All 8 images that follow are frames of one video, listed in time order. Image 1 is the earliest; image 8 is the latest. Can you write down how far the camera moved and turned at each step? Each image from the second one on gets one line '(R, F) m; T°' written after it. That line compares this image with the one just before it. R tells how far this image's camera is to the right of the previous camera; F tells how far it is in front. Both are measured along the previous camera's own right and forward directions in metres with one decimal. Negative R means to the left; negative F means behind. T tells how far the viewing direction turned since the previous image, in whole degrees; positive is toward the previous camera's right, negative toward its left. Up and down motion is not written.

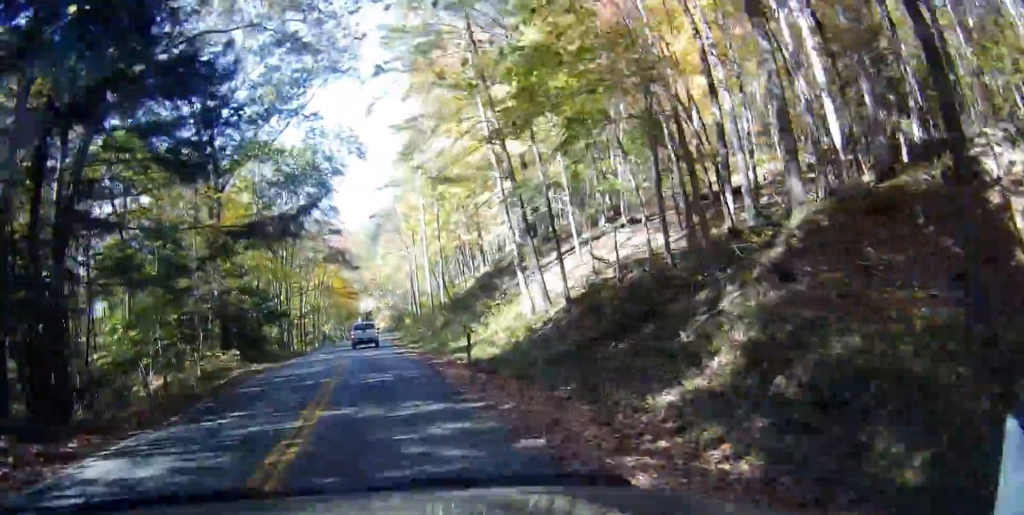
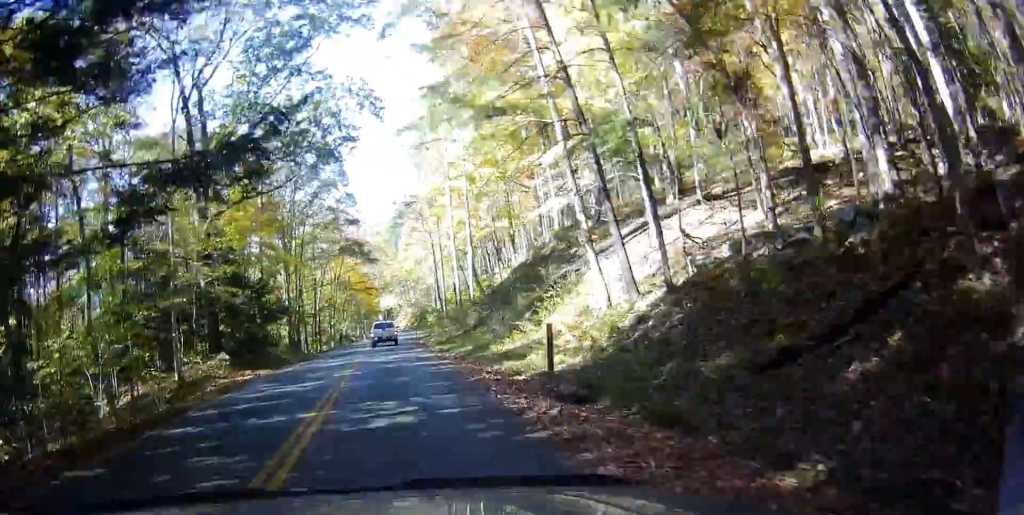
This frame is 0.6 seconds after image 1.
(0.0, +6.6) m; -5°
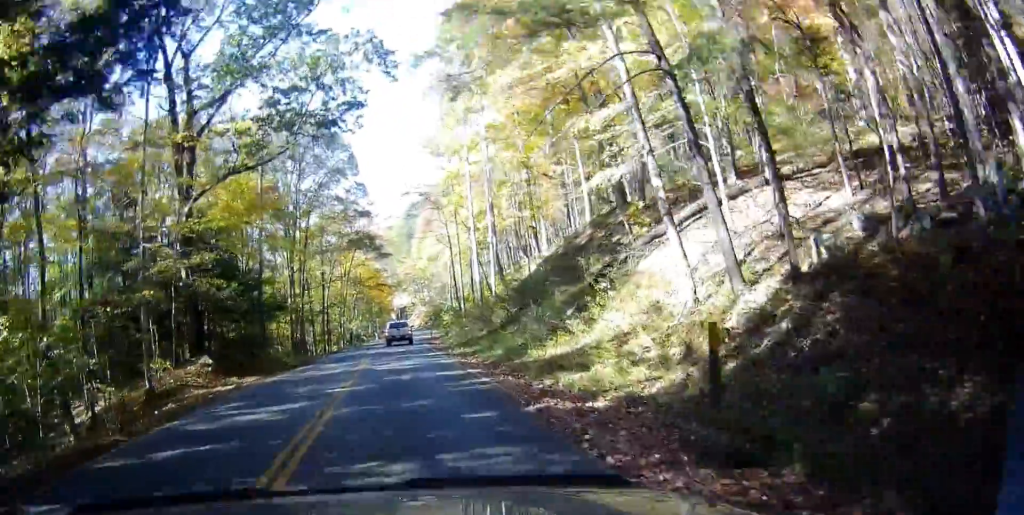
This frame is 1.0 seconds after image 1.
(+0.1, +4.8) m; -2°
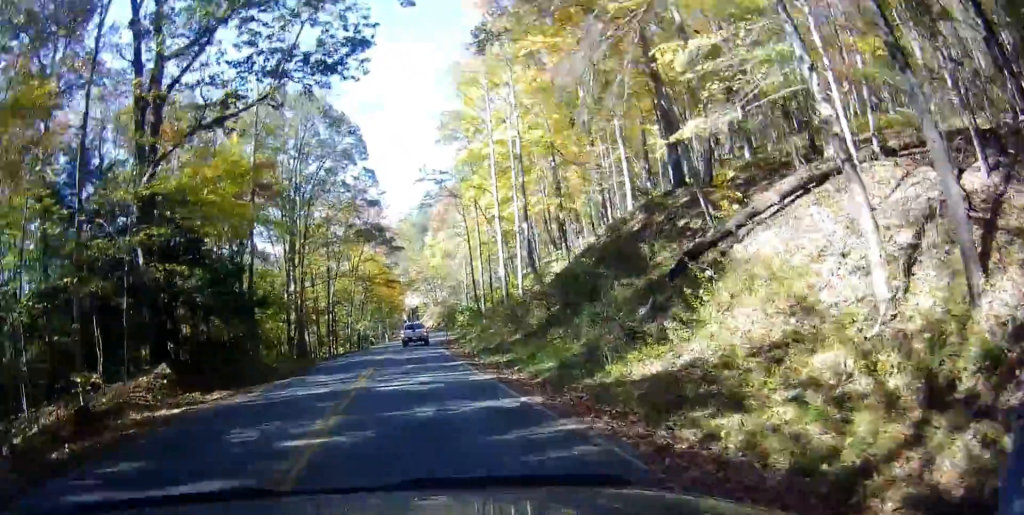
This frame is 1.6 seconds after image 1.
(-1.0, +6.2) m; +4°
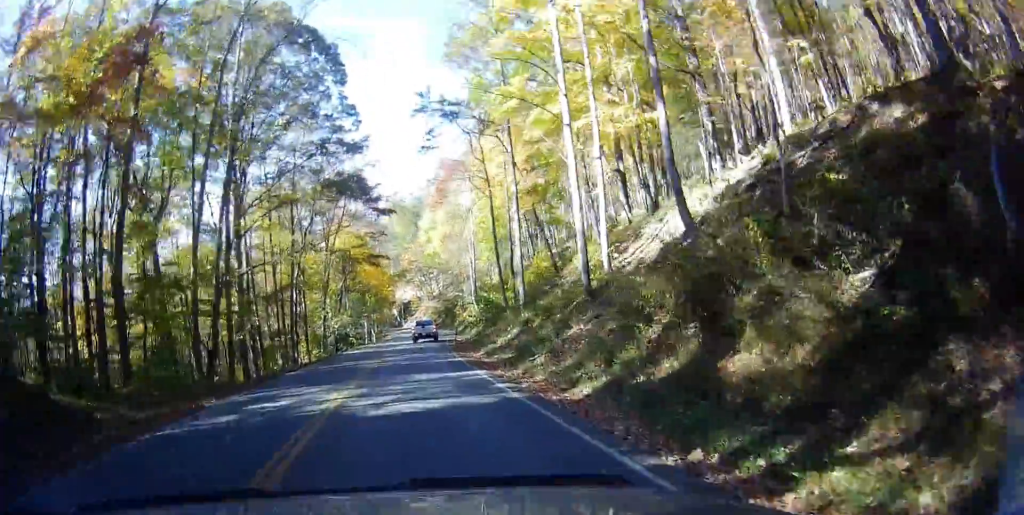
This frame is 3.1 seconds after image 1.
(+2.9, +18.1) m; +8°
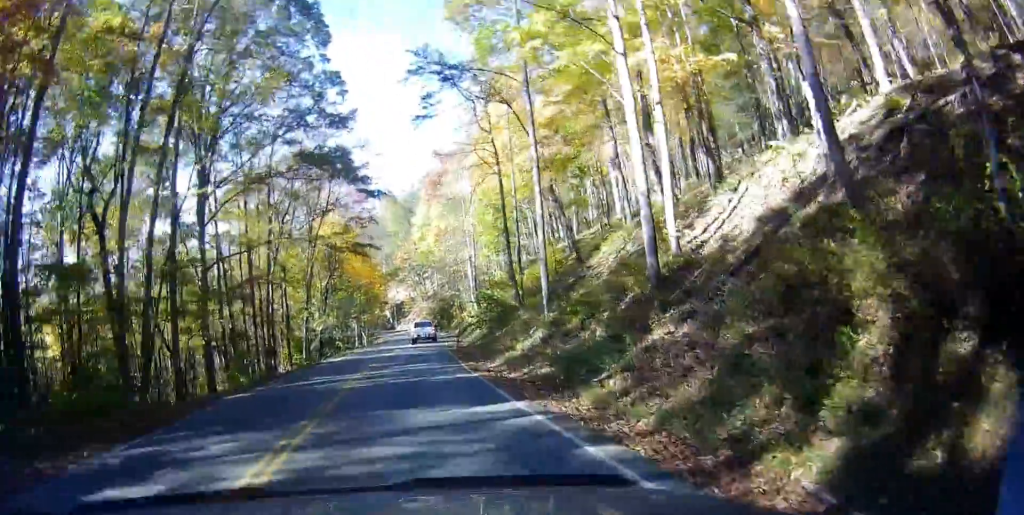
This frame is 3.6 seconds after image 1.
(-0.7, +6.5) m; -4°
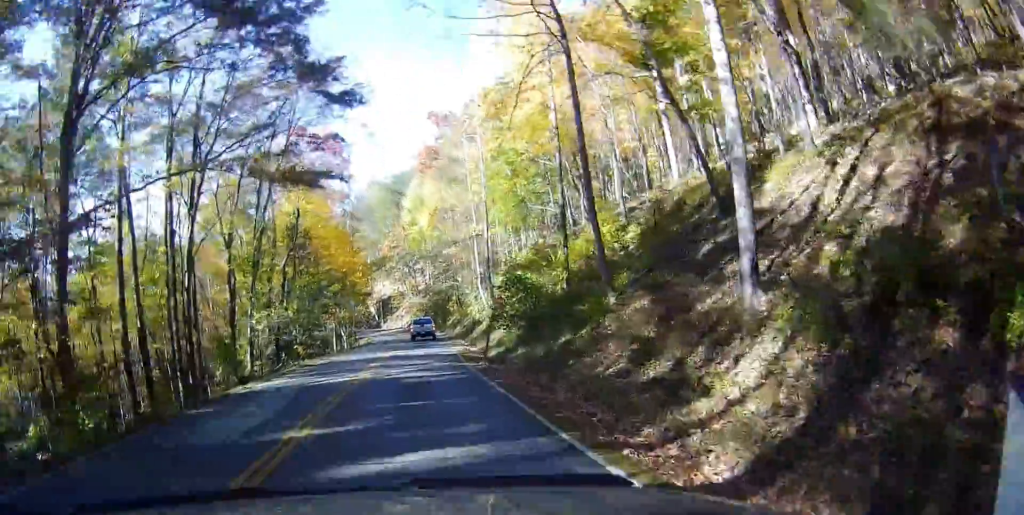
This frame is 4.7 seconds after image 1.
(-0.8, +15.2) m; -1°
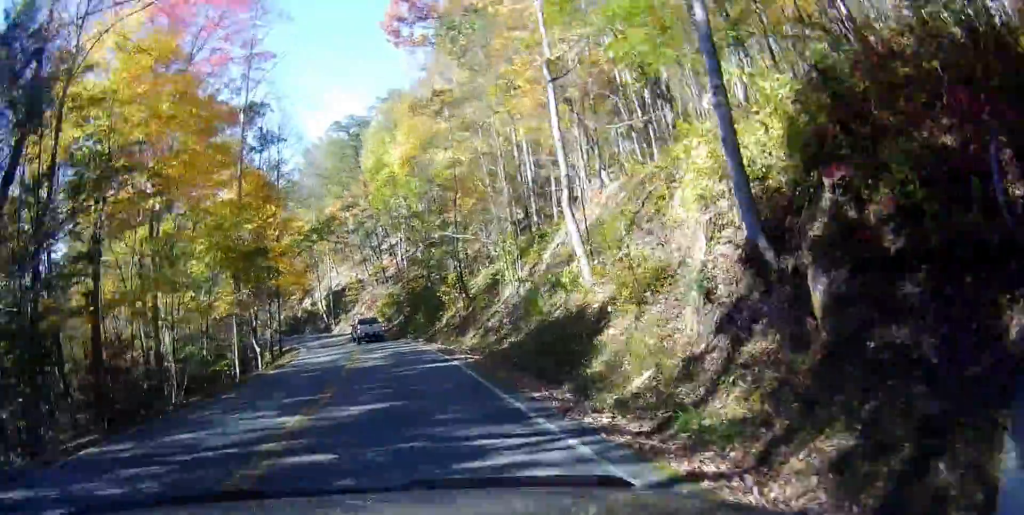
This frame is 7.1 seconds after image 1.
(+1.7, +32.9) m; +2°
